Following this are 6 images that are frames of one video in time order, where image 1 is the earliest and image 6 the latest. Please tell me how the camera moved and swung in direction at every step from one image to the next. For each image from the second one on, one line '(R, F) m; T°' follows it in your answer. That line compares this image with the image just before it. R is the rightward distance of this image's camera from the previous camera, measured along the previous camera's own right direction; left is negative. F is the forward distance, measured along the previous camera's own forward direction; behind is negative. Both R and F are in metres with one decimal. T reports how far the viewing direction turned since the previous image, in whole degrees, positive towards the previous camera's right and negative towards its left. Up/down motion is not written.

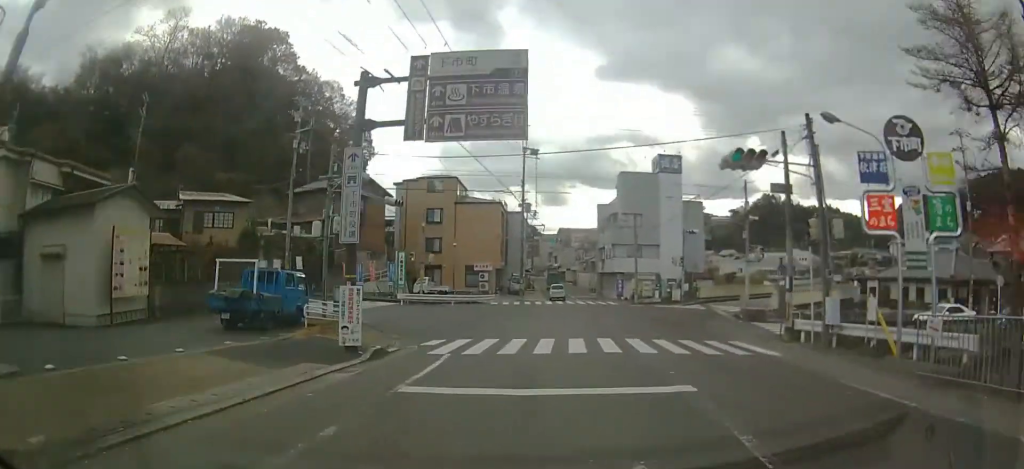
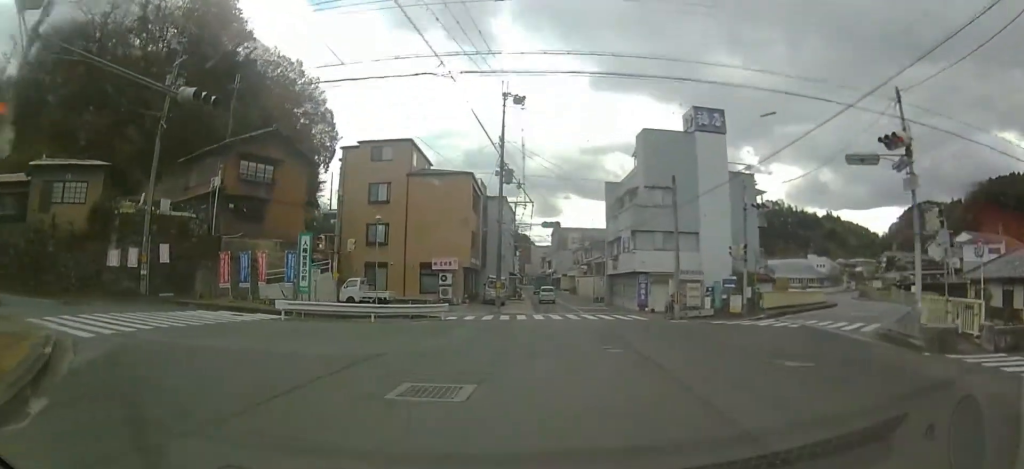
(-0.1, +15.8) m; -1°
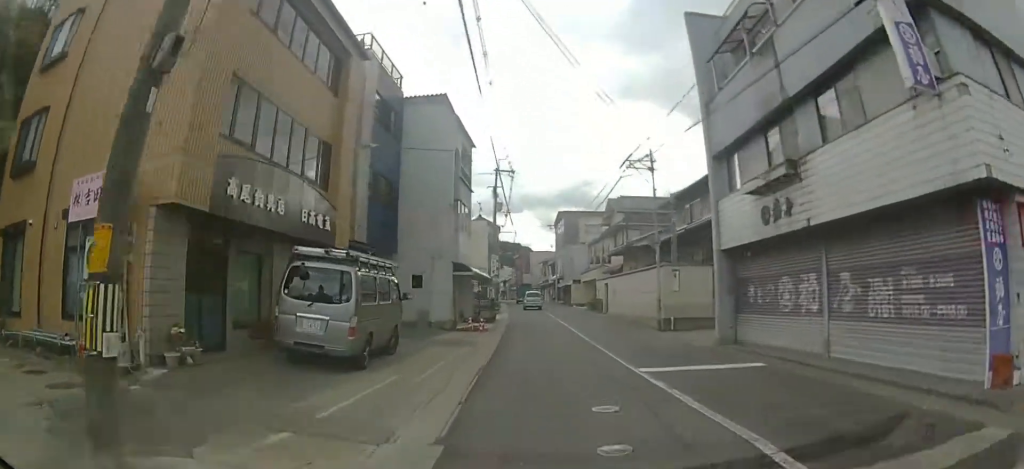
(-0.1, +29.8) m; +1°
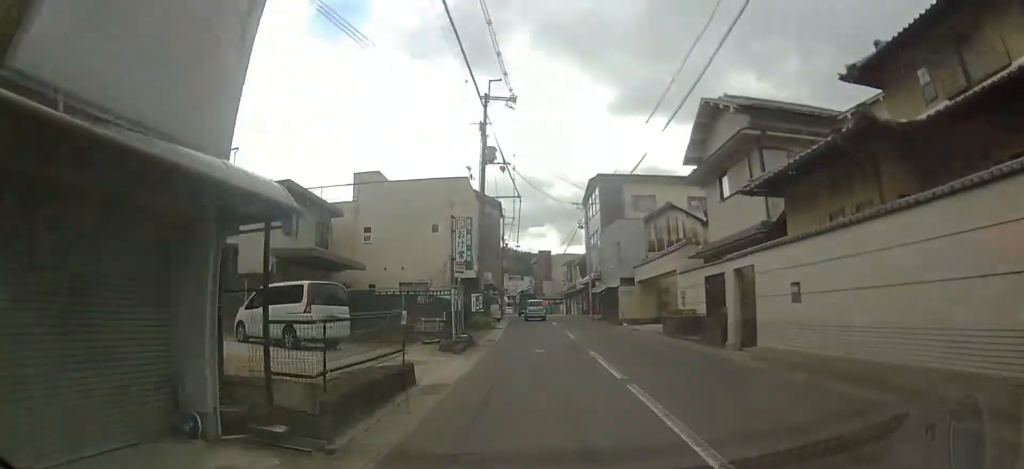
(-0.1, +21.7) m; -2°
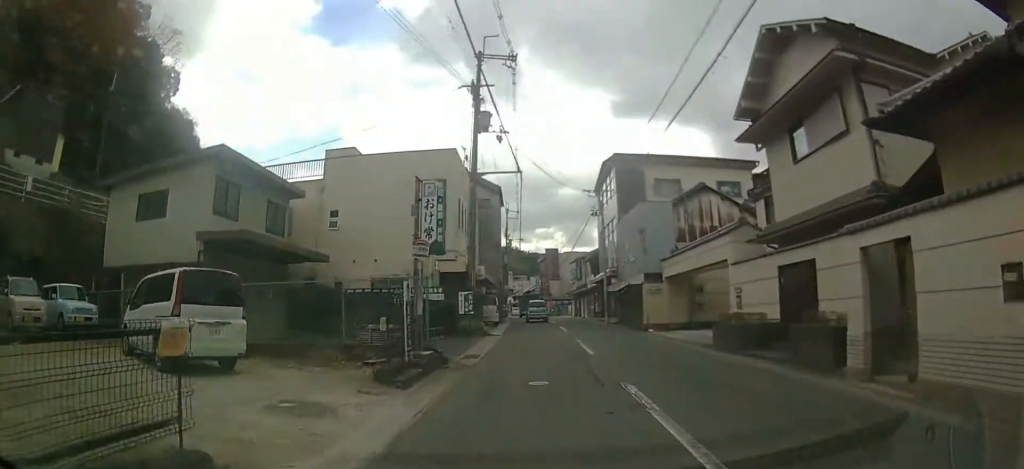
(-0.1, +5.8) m; -1°
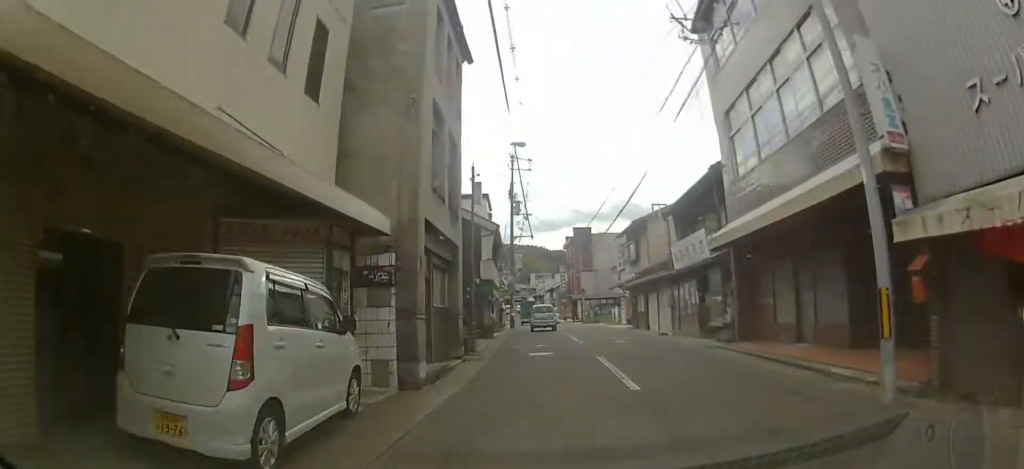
(-0.8, +27.1) m; -3°
